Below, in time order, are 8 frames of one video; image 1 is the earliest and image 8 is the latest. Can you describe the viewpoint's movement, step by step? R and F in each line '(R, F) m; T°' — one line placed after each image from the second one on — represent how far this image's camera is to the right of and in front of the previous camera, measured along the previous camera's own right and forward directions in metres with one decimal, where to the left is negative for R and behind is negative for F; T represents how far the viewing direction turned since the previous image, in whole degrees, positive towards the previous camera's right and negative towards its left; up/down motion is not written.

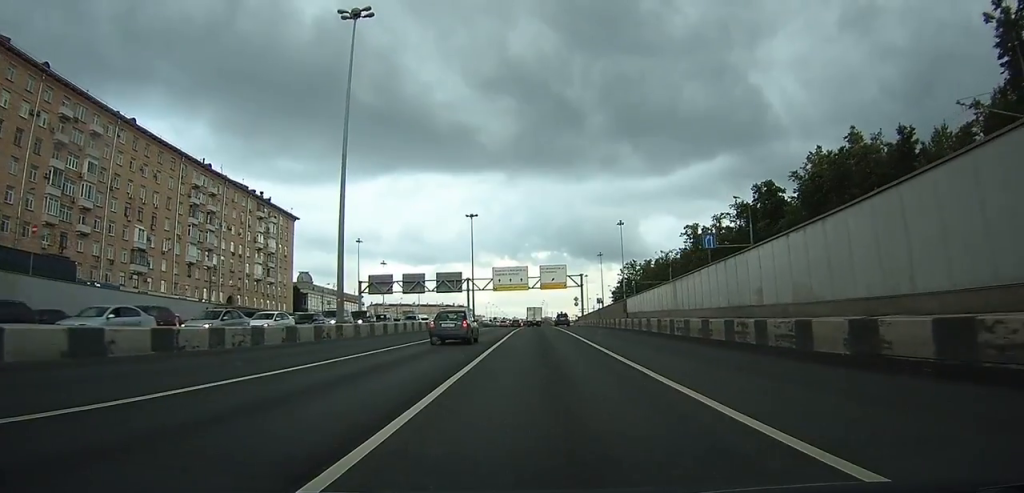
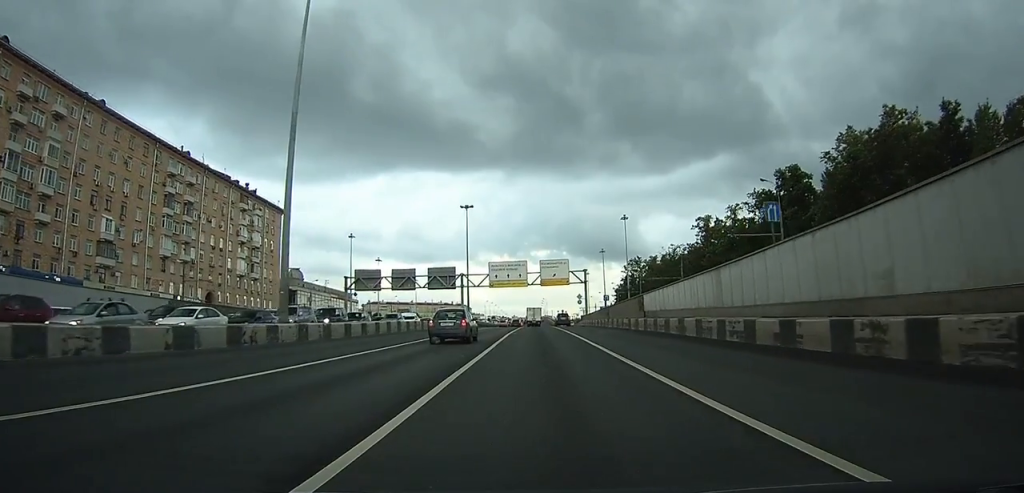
(+0.1, +8.0) m; +1°
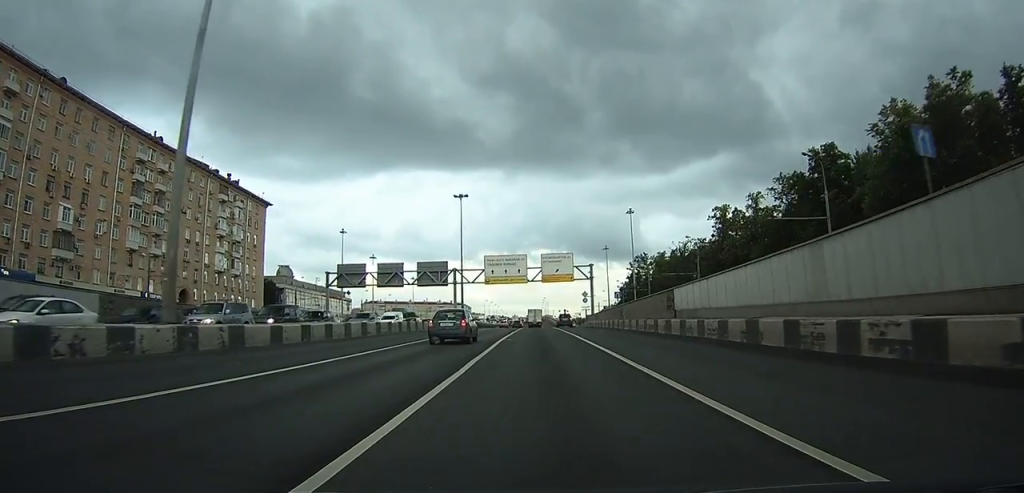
(0.0, +9.2) m; +1°
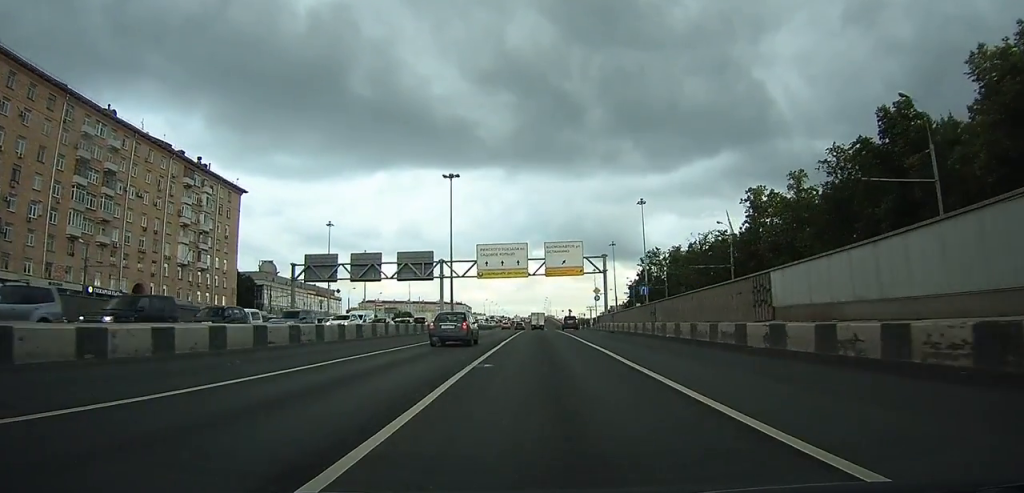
(+0.2, +13.7) m; +1°
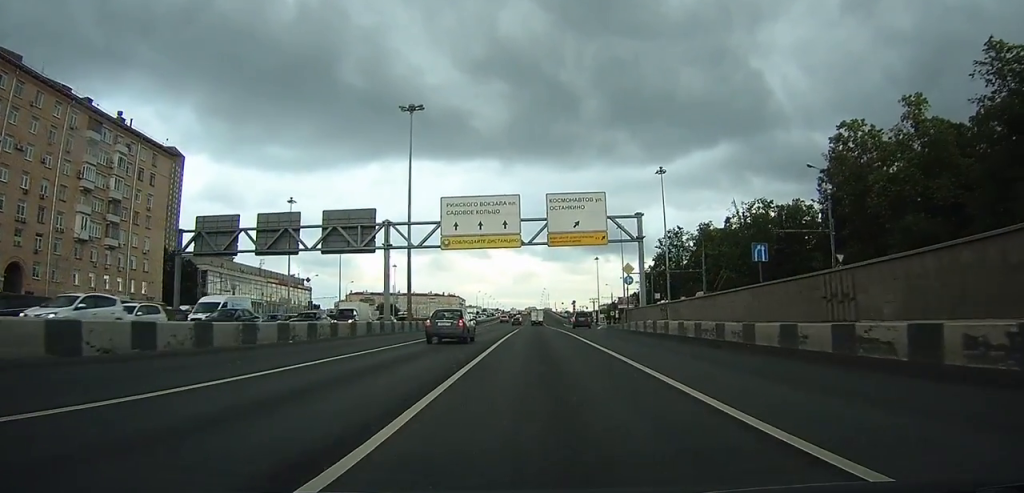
(-0.1, +25.2) m; 0°
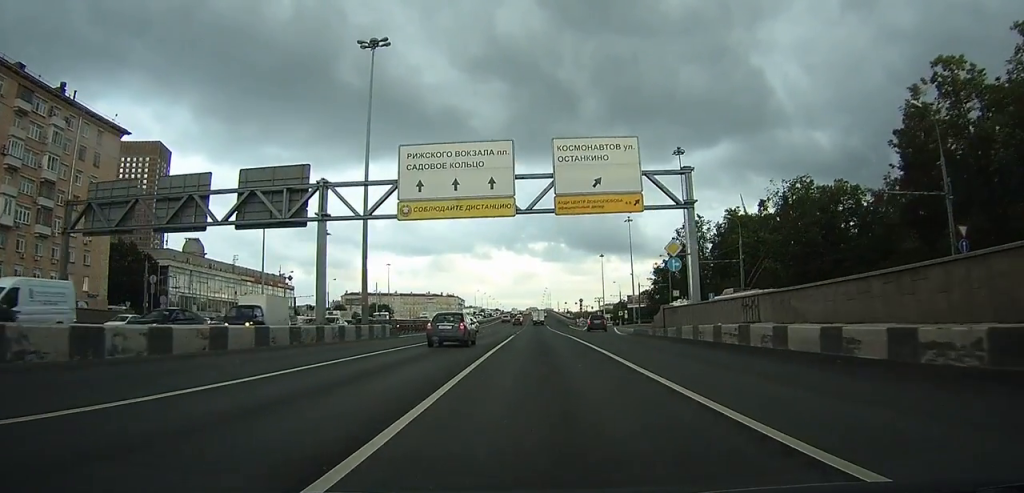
(0.0, +14.5) m; 0°
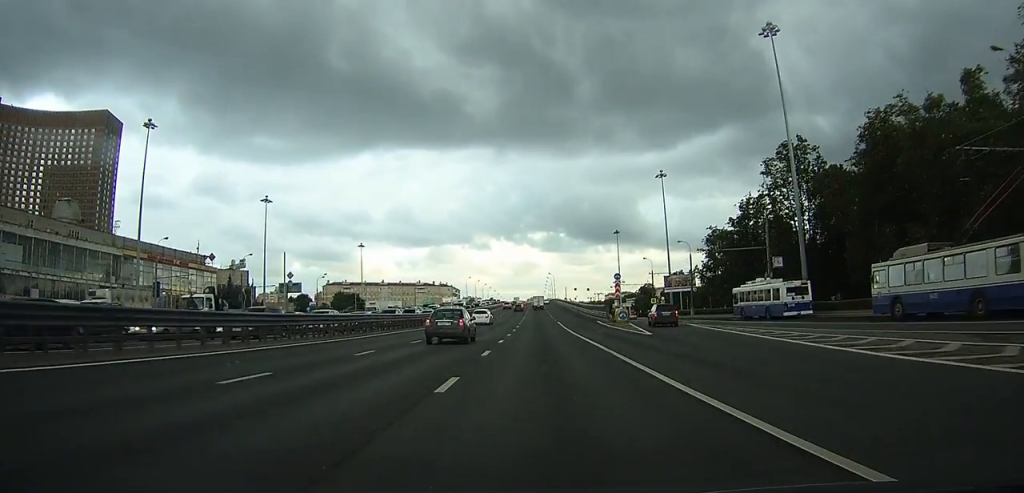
(-0.3, +43.2) m; 0°
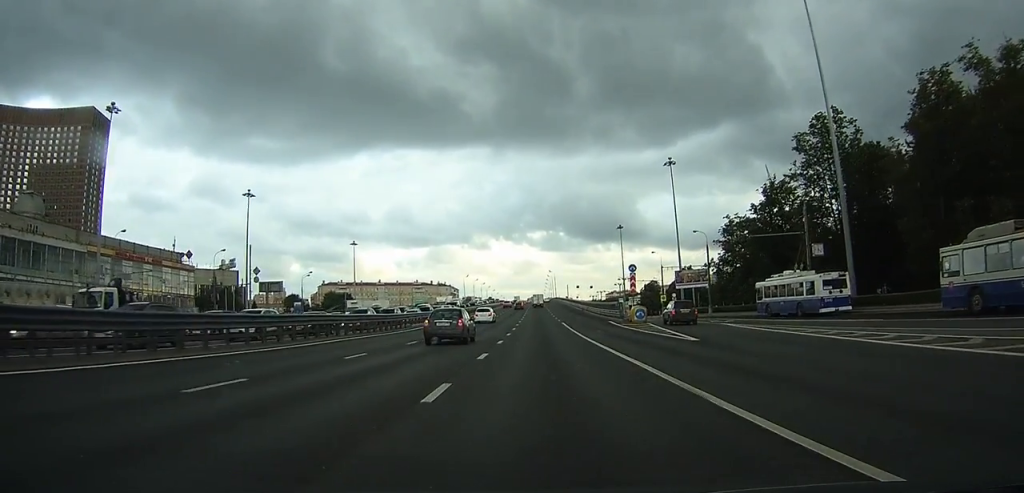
(0.0, +9.0) m; 0°
